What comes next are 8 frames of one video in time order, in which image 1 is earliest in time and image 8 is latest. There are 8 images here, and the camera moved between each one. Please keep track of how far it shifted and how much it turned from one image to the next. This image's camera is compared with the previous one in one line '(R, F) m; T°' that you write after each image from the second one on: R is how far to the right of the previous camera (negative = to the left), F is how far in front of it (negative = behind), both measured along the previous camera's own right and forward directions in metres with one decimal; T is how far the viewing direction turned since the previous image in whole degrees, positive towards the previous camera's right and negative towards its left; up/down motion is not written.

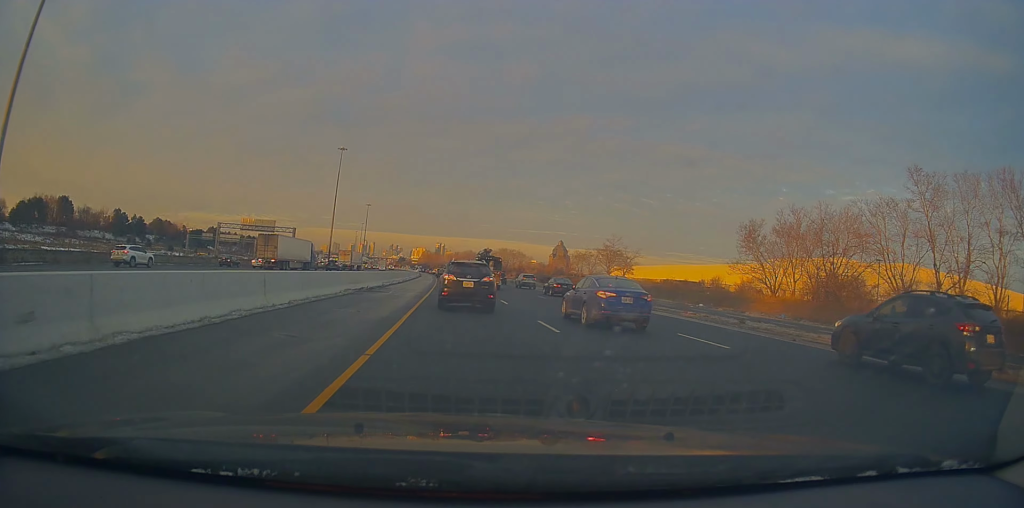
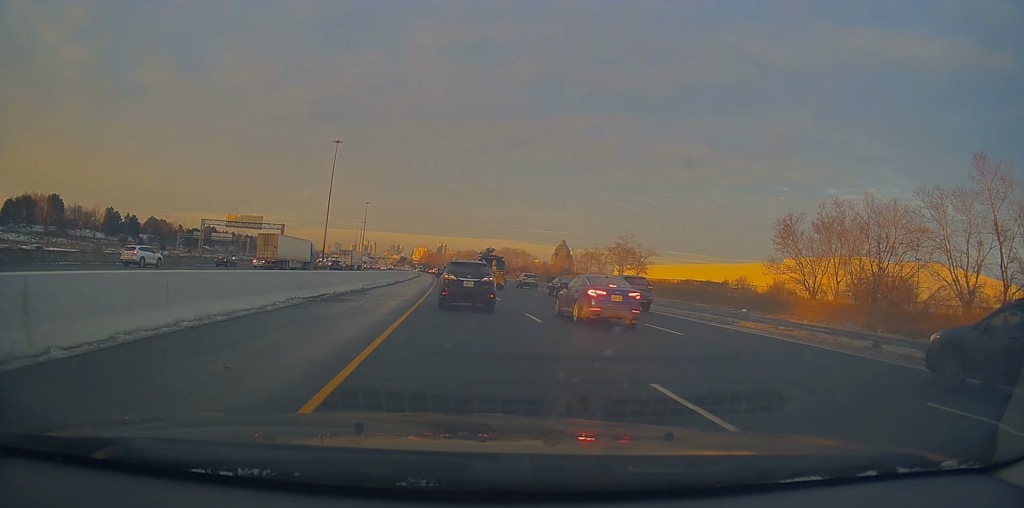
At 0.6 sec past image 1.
(+0.1, +9.5) m; +1°
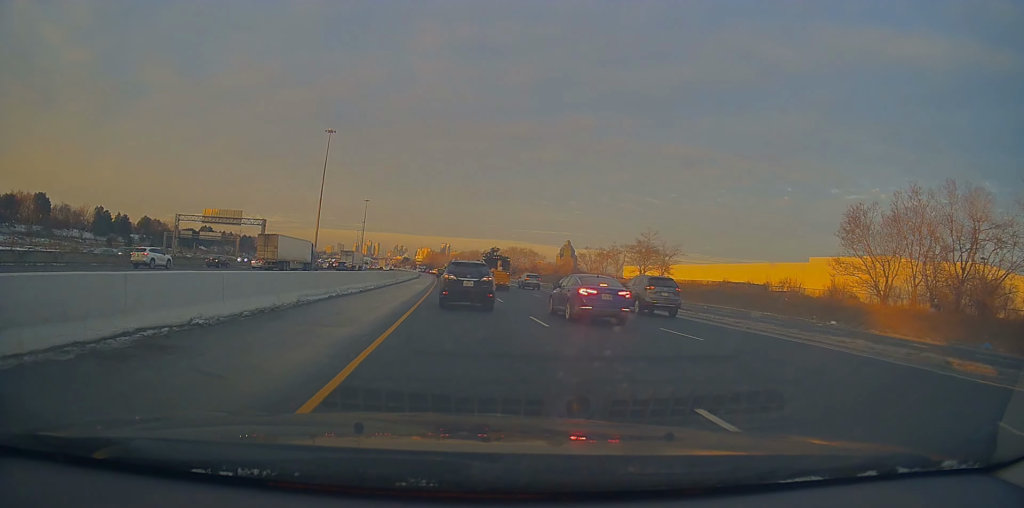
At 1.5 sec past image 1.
(+0.1, +13.6) m; 0°
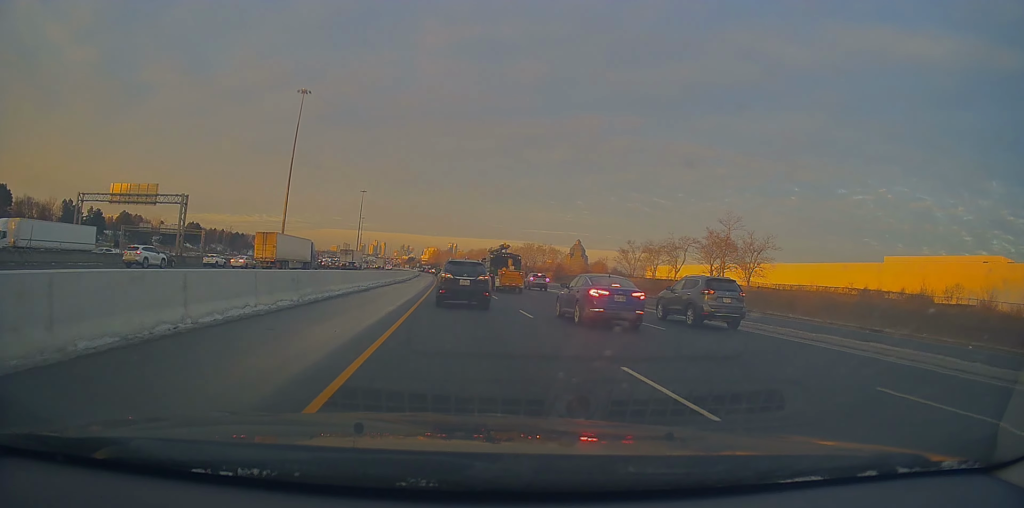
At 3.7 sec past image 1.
(-0.9, +33.7) m; -1°
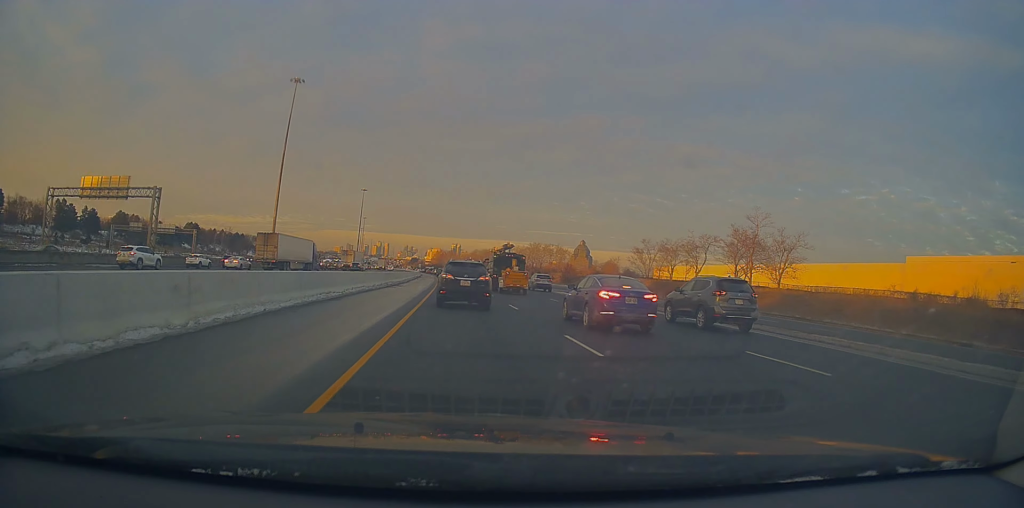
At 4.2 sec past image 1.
(0.0, +7.9) m; 0°
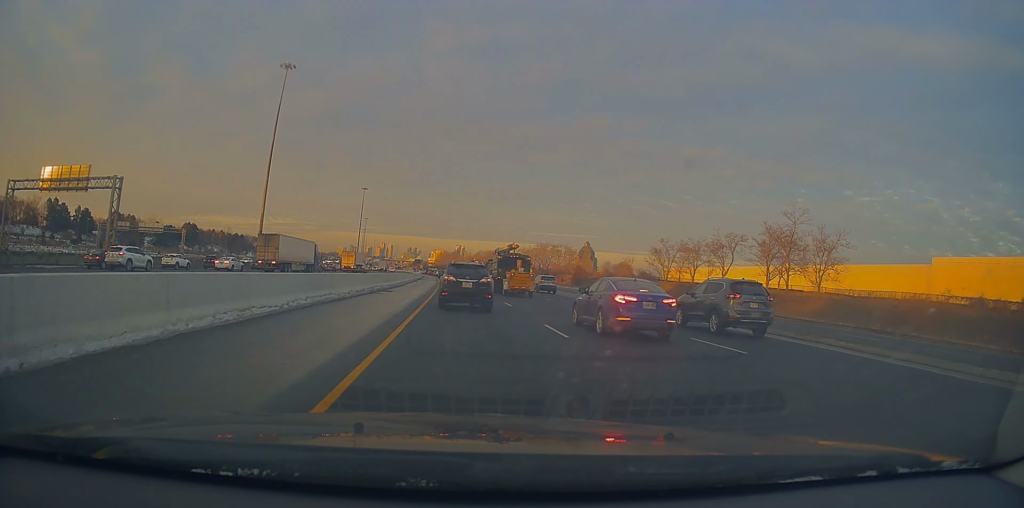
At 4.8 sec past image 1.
(+0.4, +8.9) m; -1°
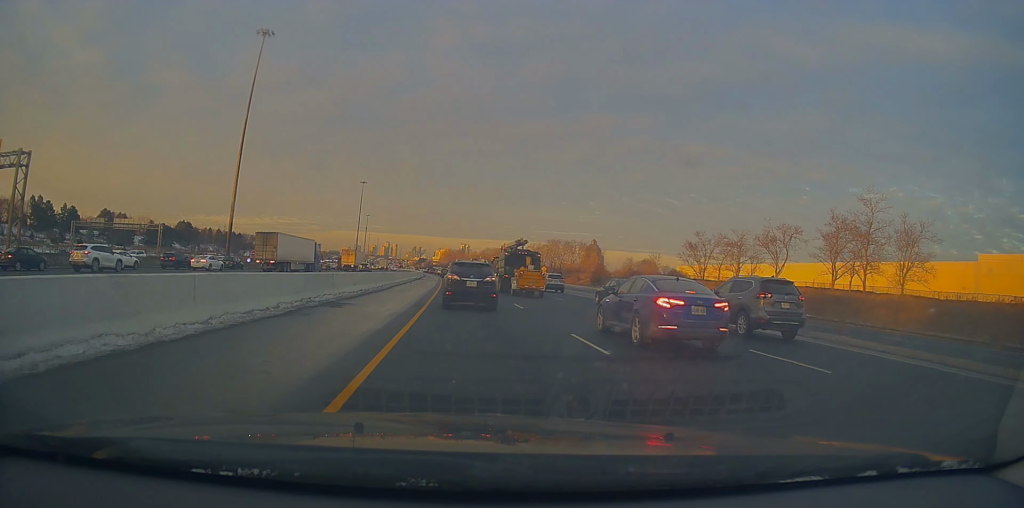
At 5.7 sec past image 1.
(-0.6, +14.9) m; -2°
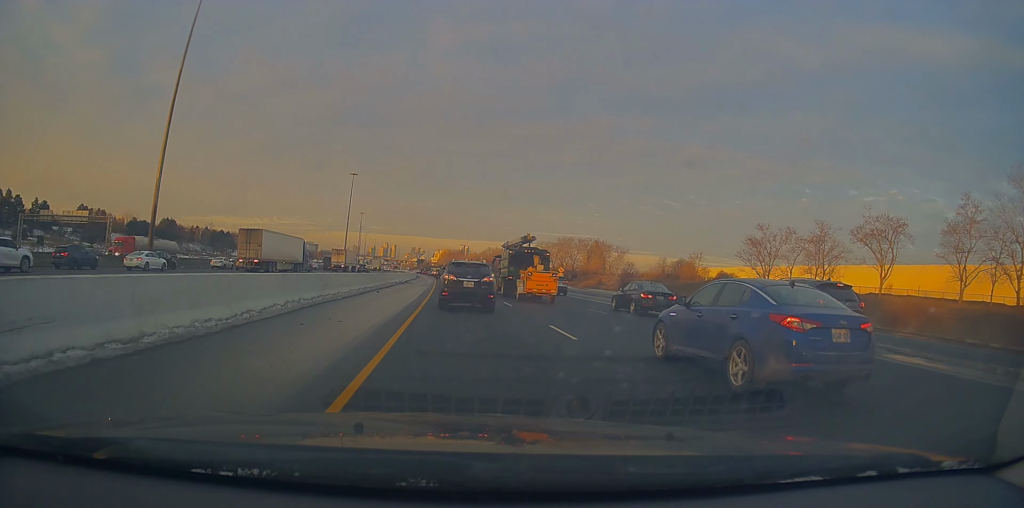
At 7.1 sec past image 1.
(+0.2, +22.2) m; +1°
